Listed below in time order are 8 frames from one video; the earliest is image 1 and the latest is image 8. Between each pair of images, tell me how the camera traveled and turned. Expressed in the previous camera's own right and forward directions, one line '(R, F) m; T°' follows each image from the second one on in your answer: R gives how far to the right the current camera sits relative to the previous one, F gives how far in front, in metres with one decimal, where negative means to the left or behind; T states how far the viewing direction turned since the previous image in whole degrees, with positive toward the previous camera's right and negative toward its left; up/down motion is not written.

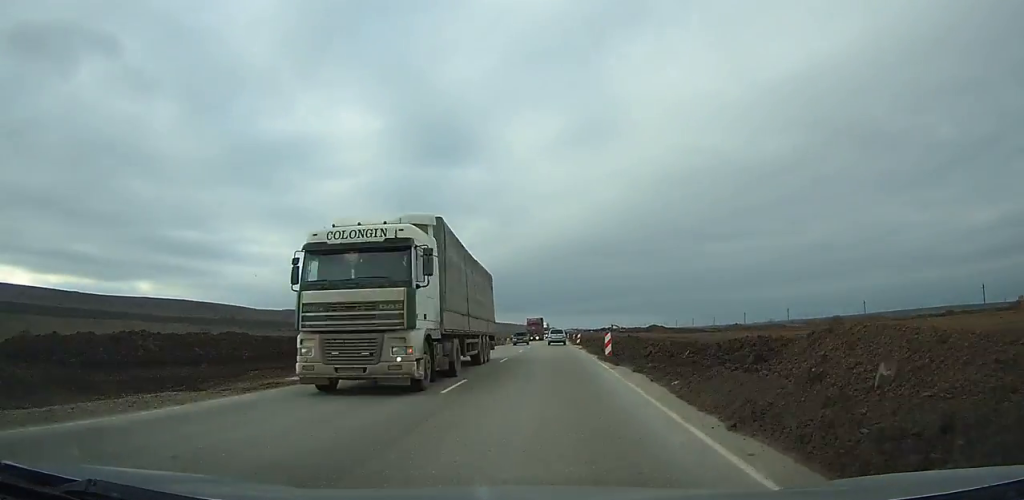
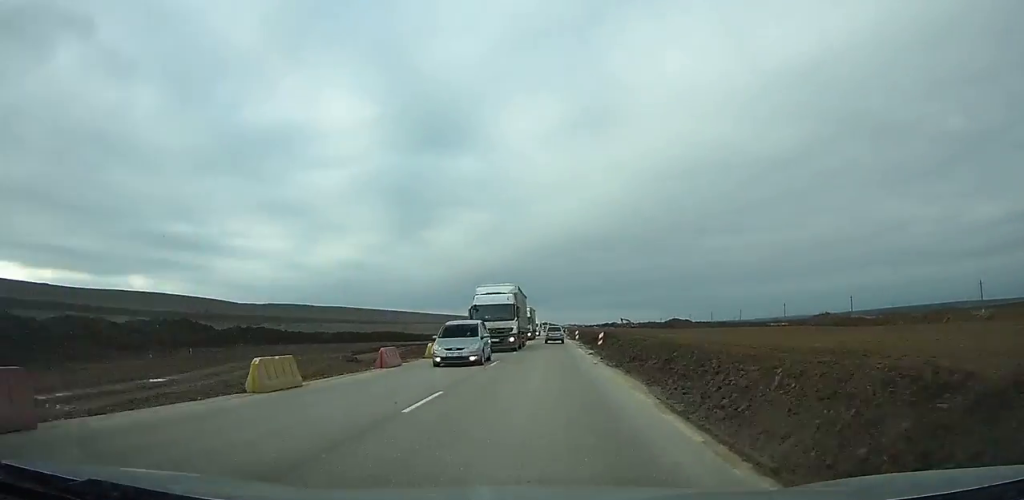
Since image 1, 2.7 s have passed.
(-0.2, +62.4) m; -1°
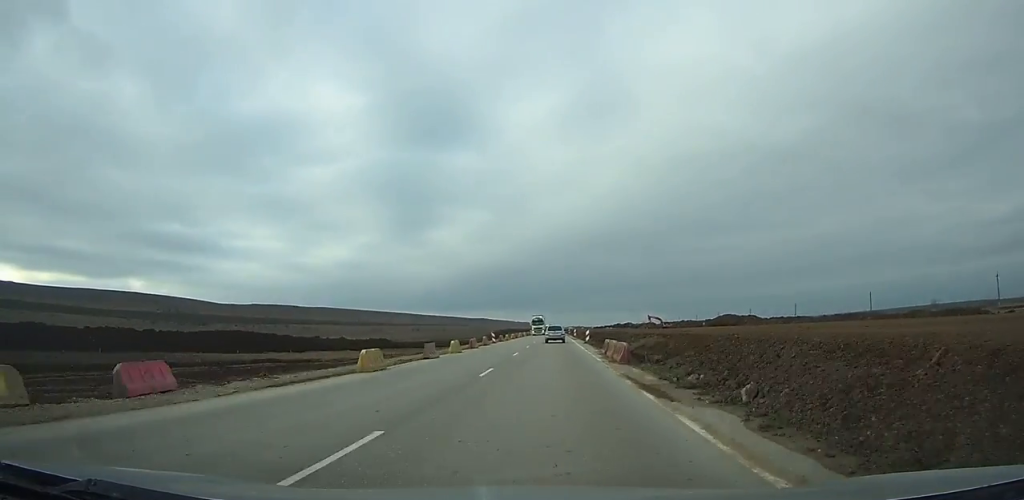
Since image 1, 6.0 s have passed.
(-0.6, +76.9) m; 0°
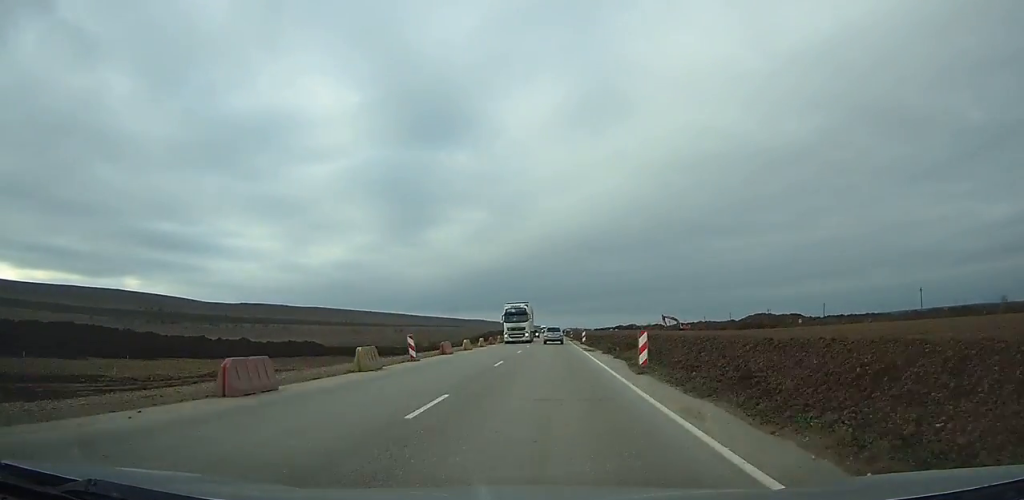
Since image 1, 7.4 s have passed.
(0.0, +32.0) m; +1°
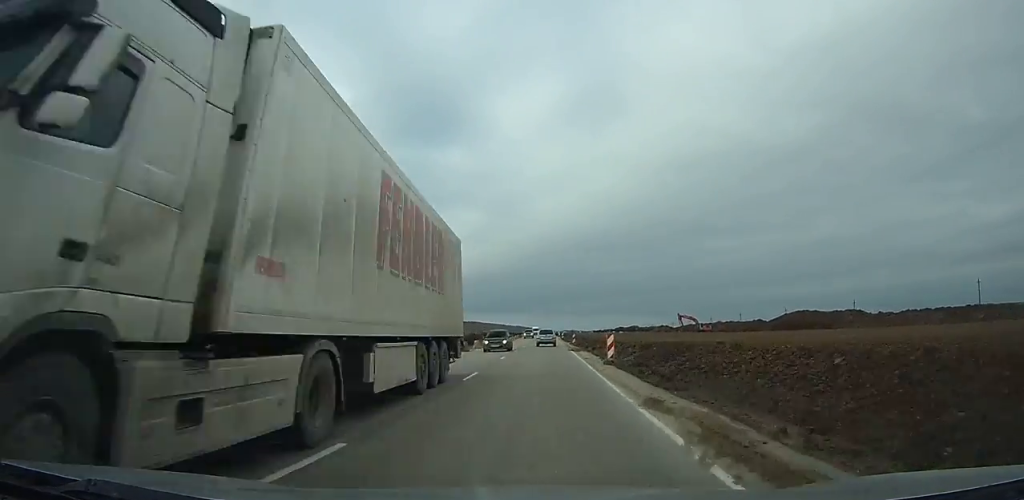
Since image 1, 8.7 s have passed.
(+0.3, +28.9) m; +1°
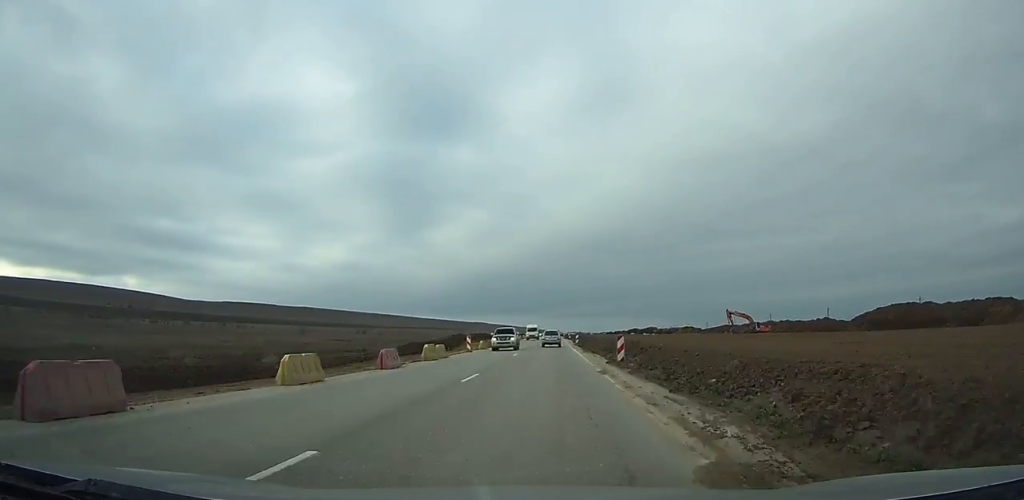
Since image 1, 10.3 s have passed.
(+0.5, +36.5) m; 0°
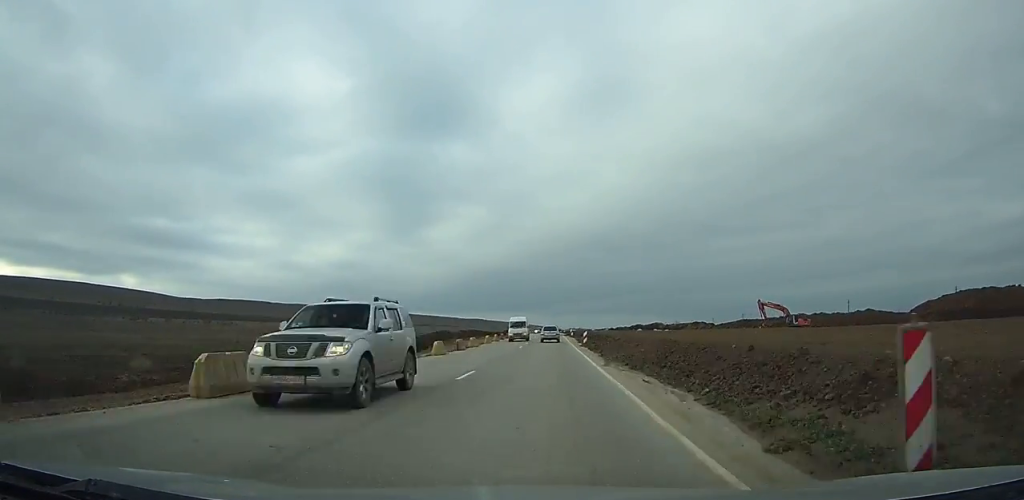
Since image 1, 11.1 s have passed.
(+0.2, +18.3) m; 0°
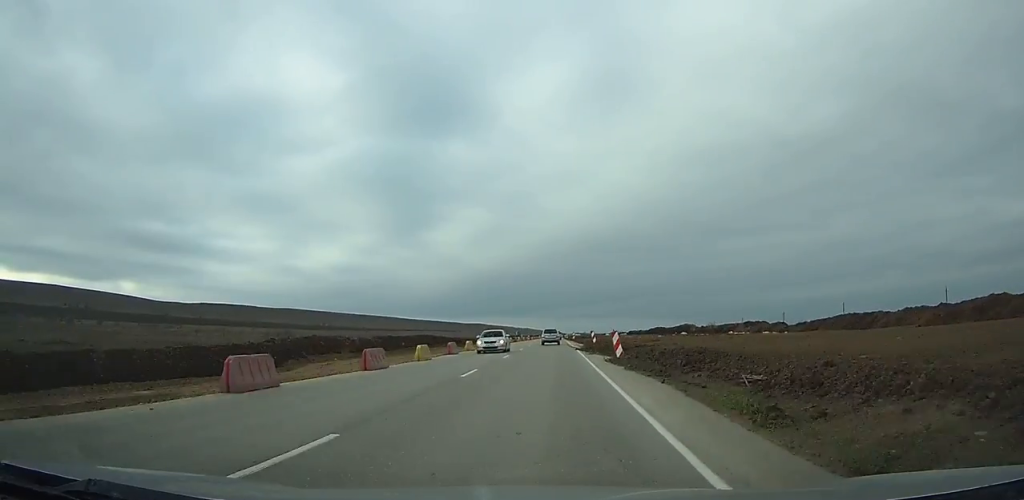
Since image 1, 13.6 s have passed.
(-0.8, +58.2) m; -1°
